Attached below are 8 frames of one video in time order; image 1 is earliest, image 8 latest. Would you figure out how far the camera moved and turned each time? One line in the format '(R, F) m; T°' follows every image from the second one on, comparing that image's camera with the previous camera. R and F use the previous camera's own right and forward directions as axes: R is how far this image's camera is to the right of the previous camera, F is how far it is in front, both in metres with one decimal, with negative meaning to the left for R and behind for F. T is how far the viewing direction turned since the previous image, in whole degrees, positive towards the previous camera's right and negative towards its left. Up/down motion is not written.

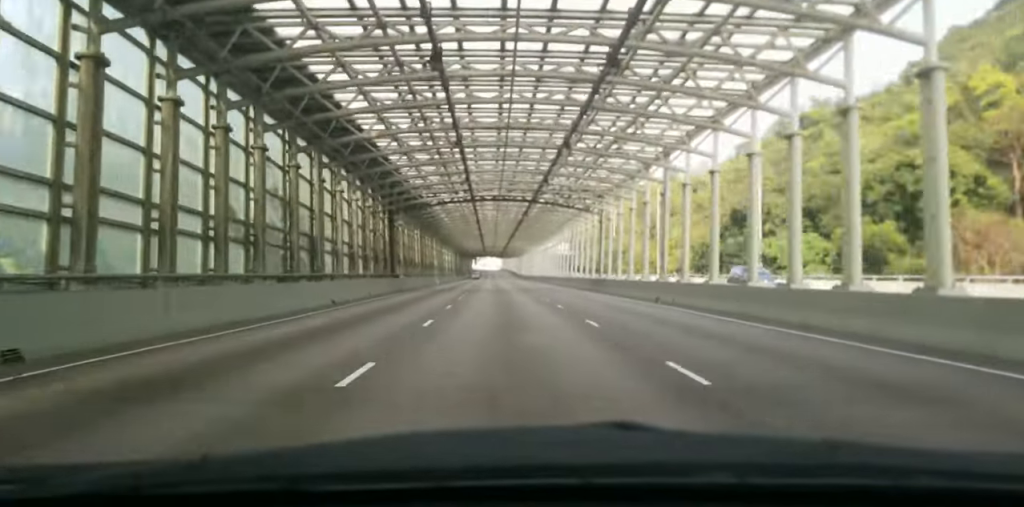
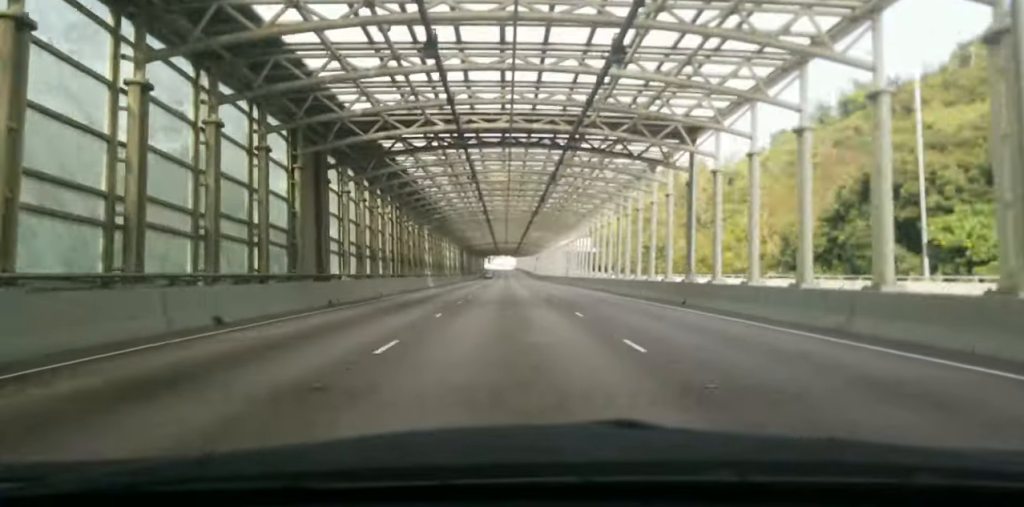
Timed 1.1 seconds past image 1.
(-0.3, +23.2) m; -1°
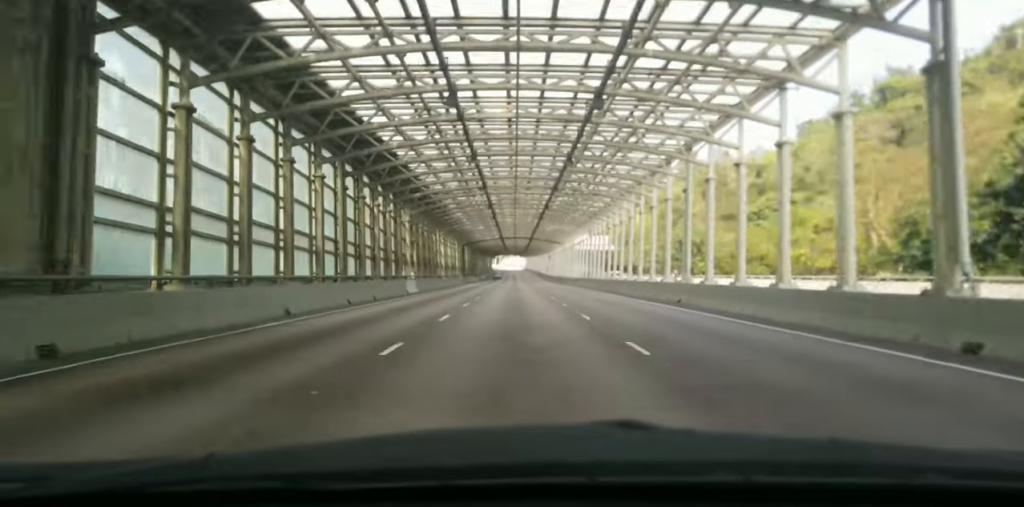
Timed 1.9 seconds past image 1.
(0.0, +18.0) m; -1°
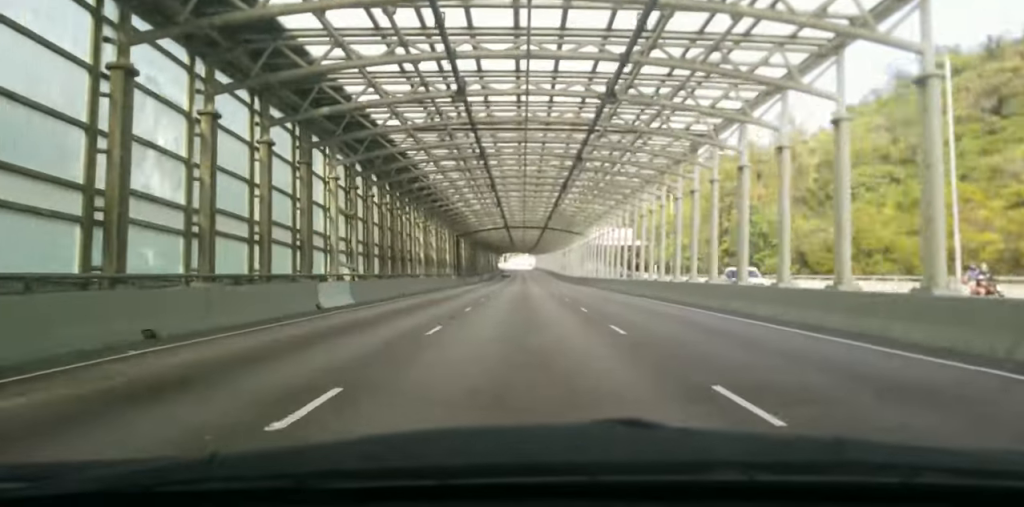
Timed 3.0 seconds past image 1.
(-0.3, +23.3) m; 0°
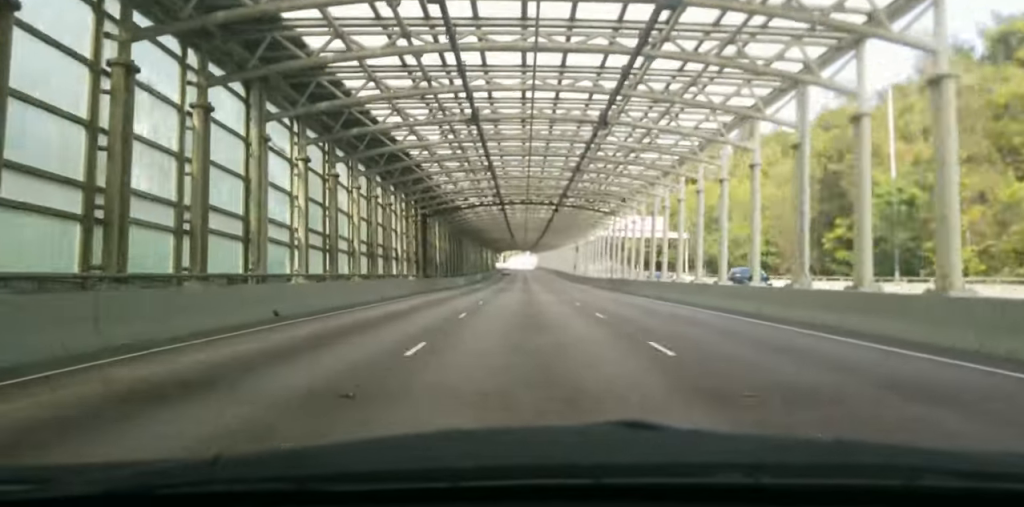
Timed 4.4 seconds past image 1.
(+0.4, +30.7) m; +1°
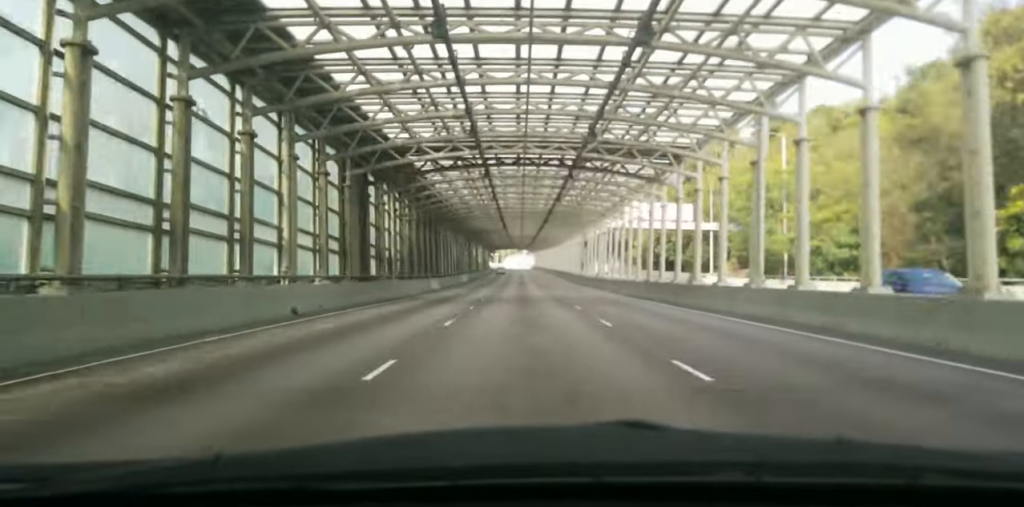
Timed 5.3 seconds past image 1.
(+0.2, +20.5) m; +1°
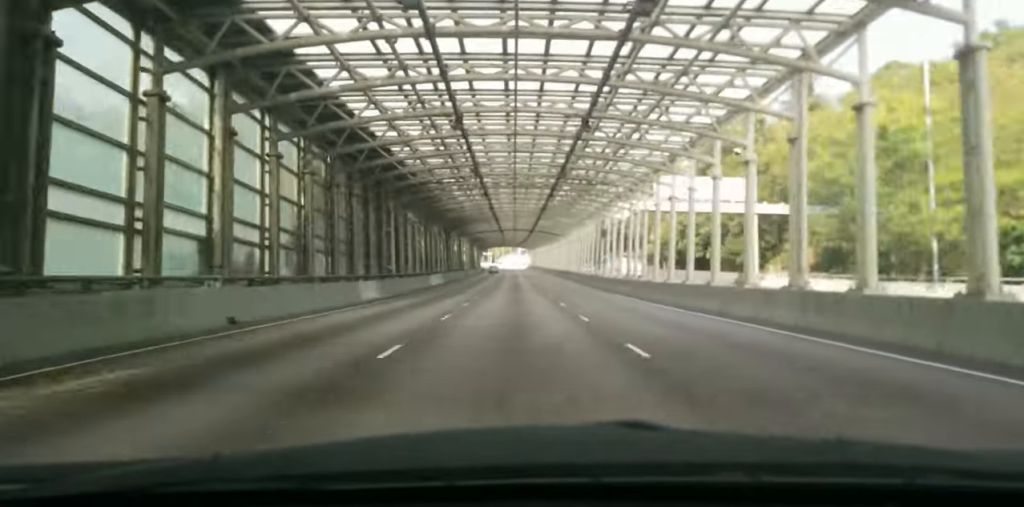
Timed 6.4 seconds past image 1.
(+0.2, +25.3) m; 0°
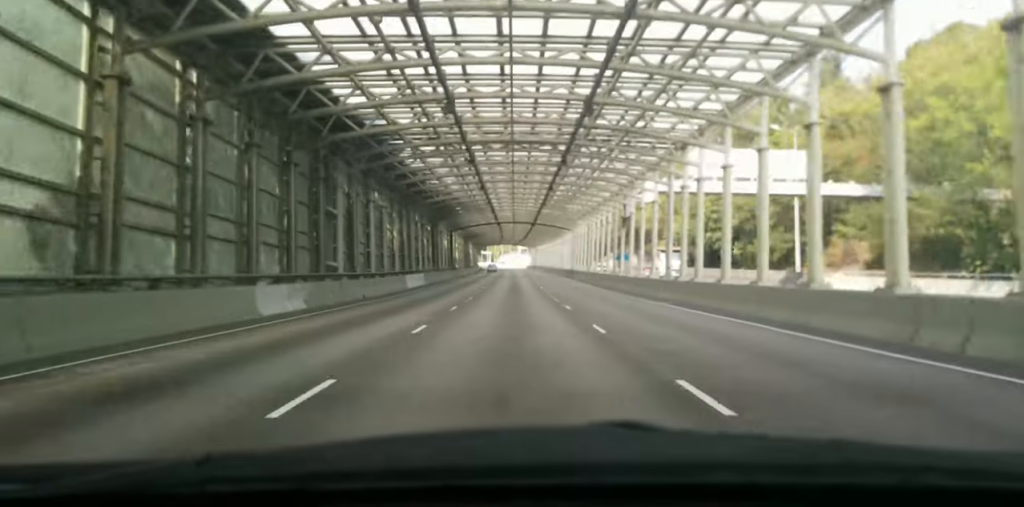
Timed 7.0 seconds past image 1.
(0.0, +13.7) m; 0°
